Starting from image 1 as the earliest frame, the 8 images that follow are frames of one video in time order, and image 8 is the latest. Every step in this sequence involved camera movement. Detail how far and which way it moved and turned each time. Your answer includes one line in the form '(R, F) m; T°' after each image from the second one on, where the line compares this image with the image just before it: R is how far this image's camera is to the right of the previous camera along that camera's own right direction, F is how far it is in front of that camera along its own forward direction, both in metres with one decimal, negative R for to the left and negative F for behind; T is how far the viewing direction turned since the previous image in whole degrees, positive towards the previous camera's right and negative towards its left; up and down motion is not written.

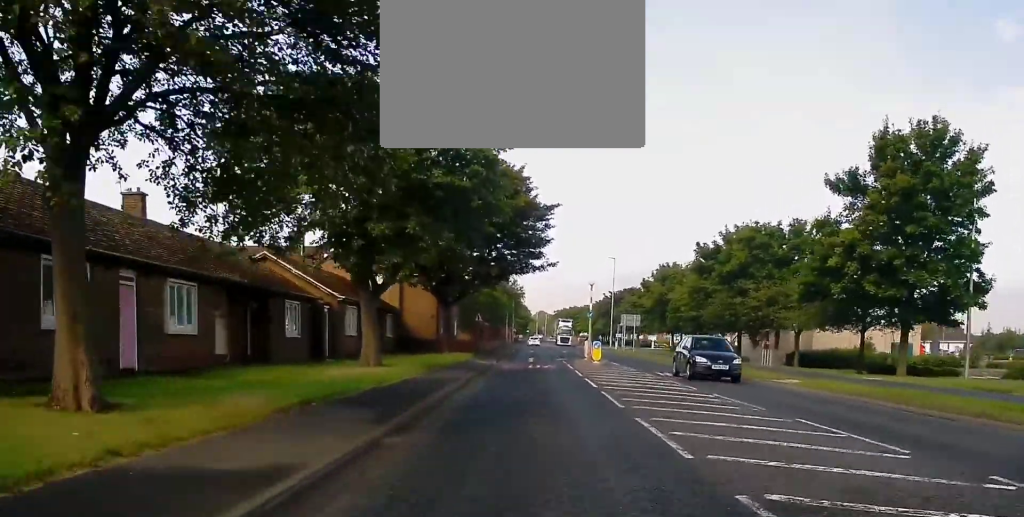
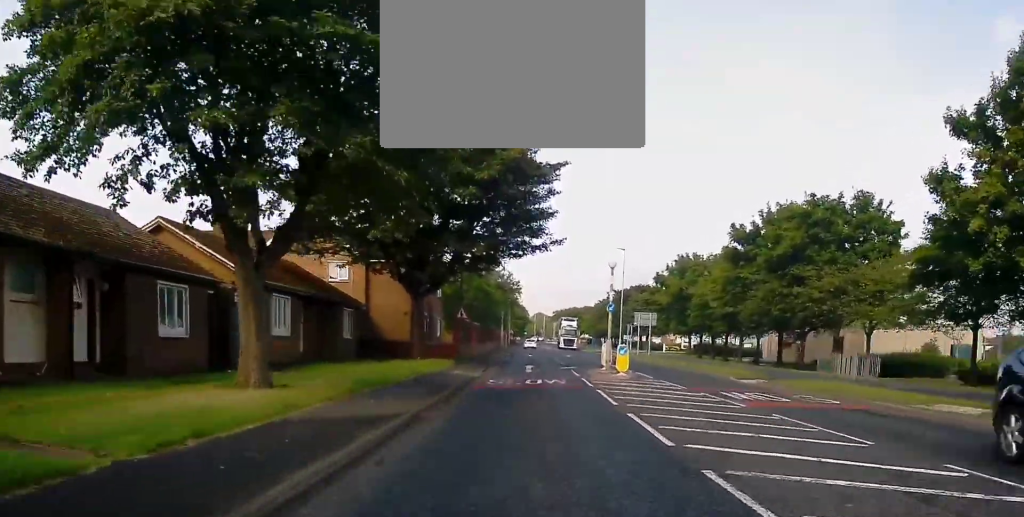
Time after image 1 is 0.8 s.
(0.0, +10.8) m; 0°
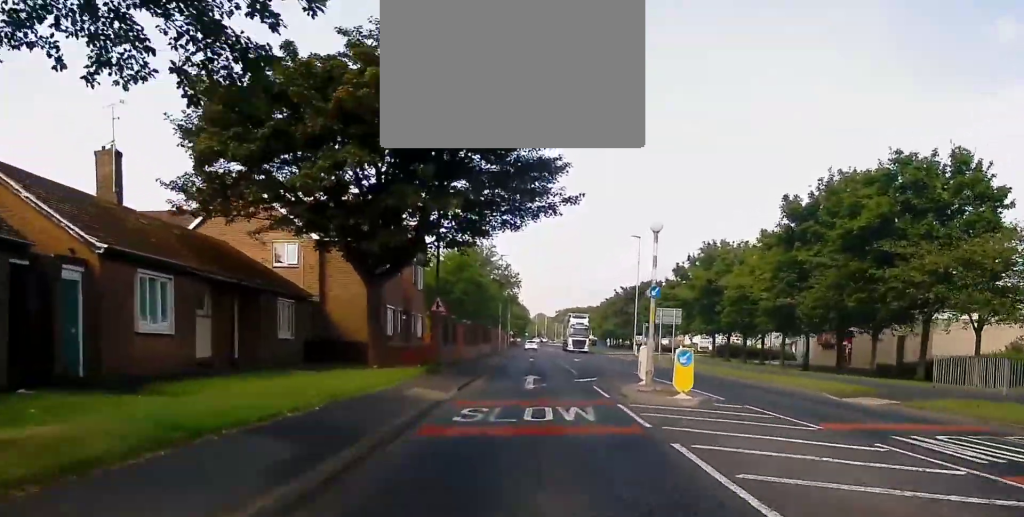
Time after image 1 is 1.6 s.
(0.0, +10.2) m; 0°
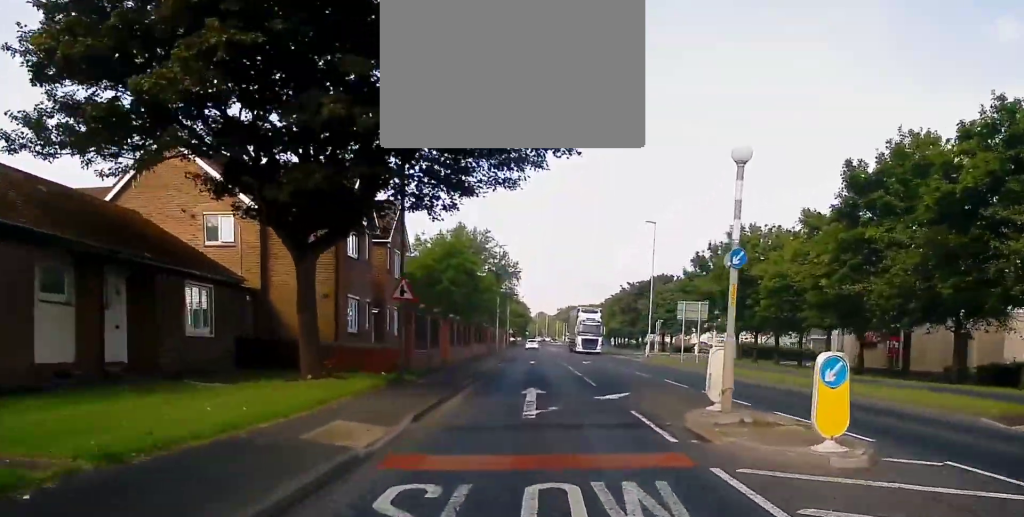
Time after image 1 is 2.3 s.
(0.0, +8.1) m; 0°
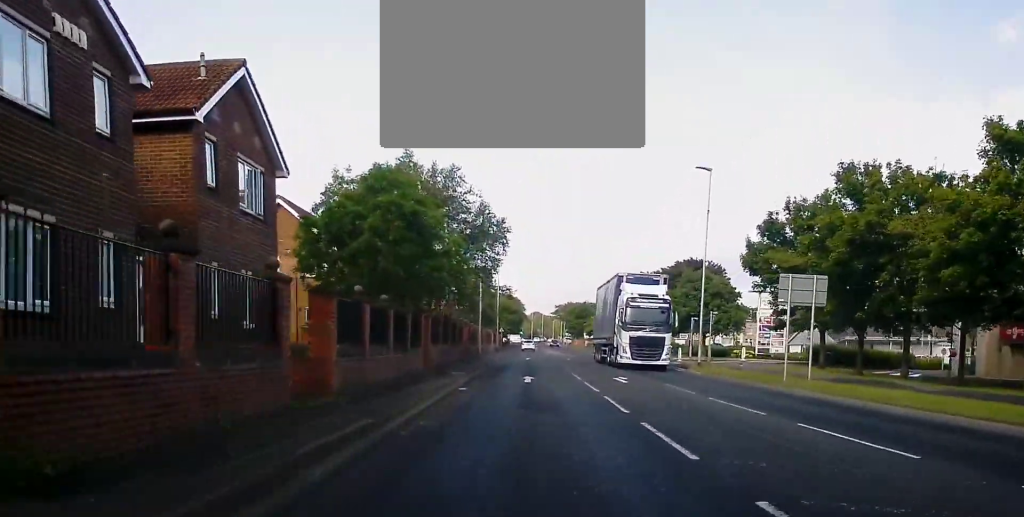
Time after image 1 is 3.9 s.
(-0.1, +20.0) m; +1°
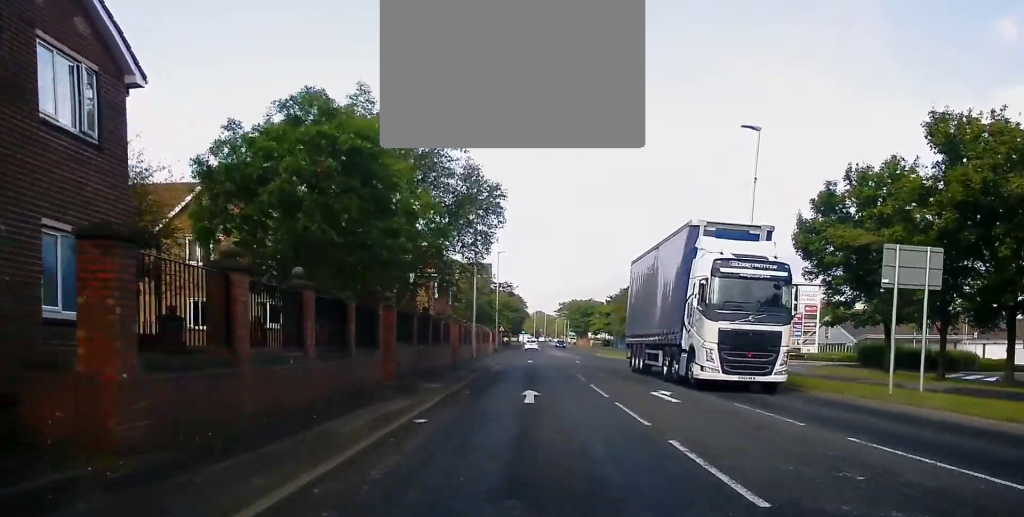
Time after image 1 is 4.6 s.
(+0.2, +8.1) m; 0°
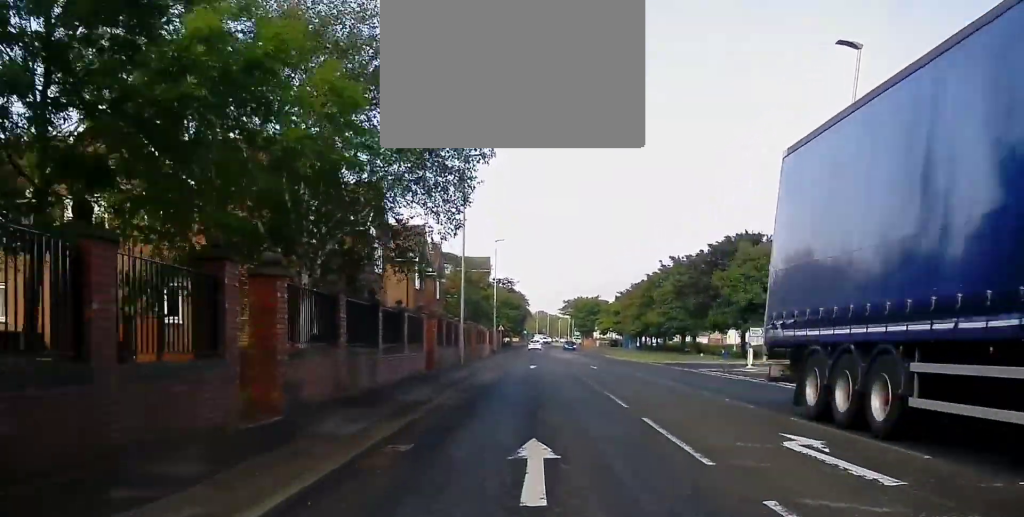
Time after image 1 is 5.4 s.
(+0.1, +10.0) m; -1°
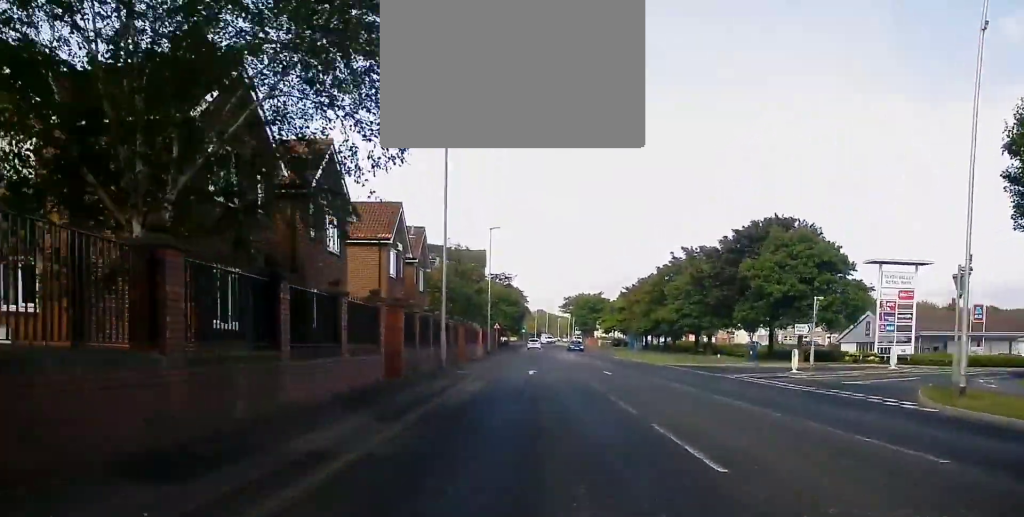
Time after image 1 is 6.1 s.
(-0.2, +7.6) m; -2°
